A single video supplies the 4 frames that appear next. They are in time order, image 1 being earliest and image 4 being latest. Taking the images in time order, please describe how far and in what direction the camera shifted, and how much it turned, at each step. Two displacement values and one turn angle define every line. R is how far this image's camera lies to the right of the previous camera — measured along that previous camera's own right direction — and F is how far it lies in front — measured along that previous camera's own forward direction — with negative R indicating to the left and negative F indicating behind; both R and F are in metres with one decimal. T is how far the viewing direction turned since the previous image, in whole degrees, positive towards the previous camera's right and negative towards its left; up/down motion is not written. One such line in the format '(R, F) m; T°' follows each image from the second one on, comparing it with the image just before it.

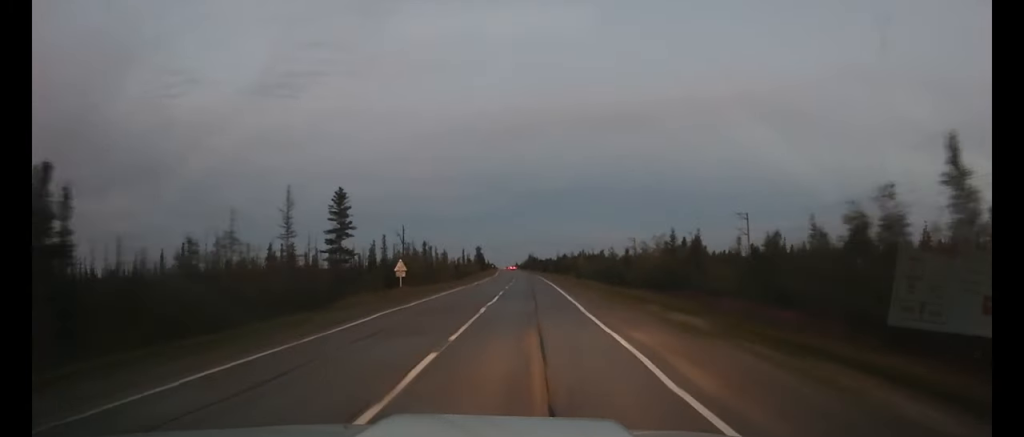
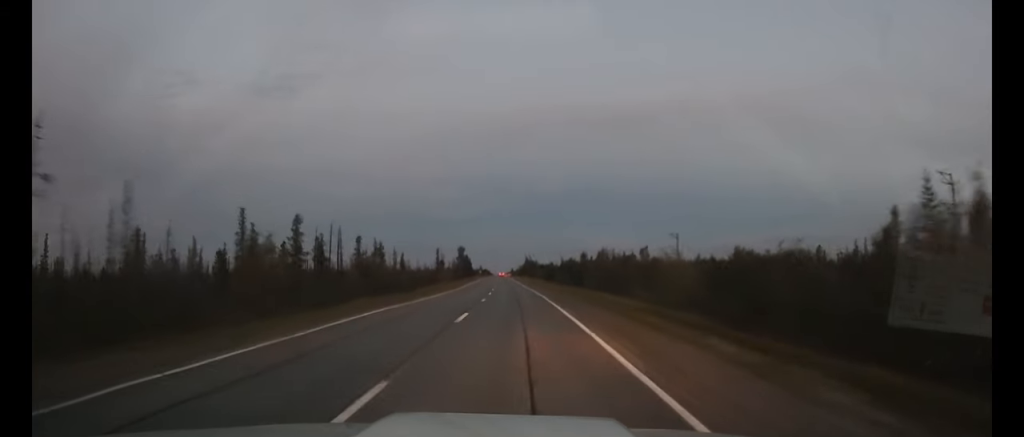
(-0.1, +60.3) m; 0°
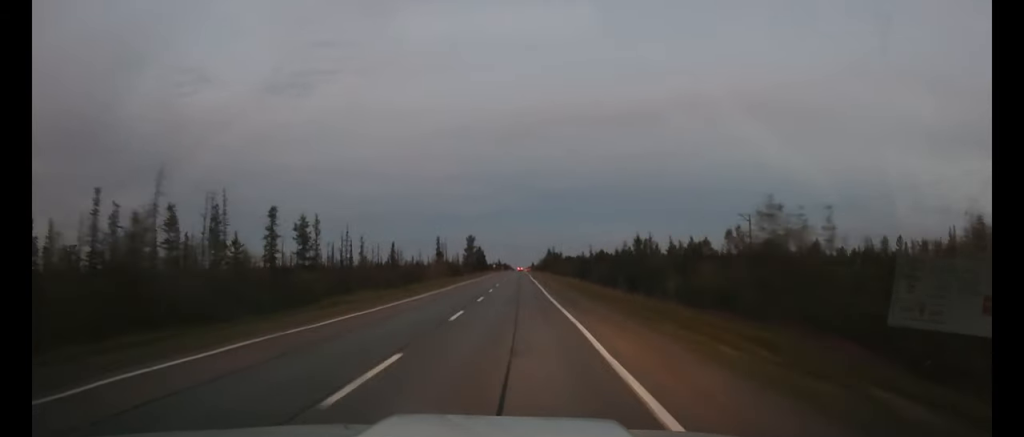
(-0.1, +34.9) m; -1°
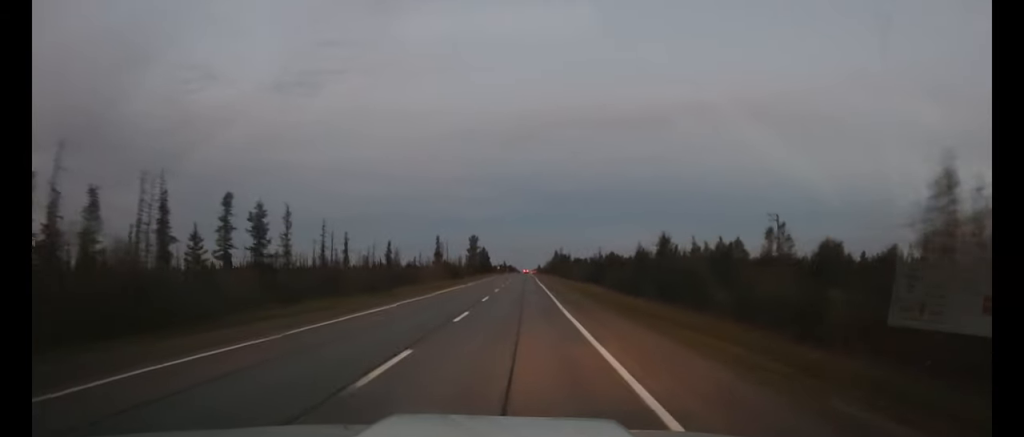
(-0.1, +9.6) m; -1°
